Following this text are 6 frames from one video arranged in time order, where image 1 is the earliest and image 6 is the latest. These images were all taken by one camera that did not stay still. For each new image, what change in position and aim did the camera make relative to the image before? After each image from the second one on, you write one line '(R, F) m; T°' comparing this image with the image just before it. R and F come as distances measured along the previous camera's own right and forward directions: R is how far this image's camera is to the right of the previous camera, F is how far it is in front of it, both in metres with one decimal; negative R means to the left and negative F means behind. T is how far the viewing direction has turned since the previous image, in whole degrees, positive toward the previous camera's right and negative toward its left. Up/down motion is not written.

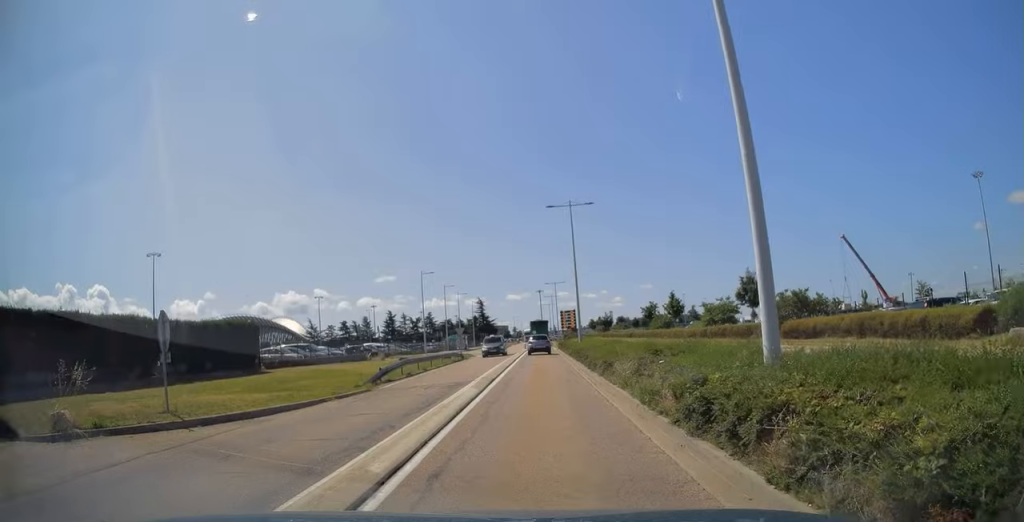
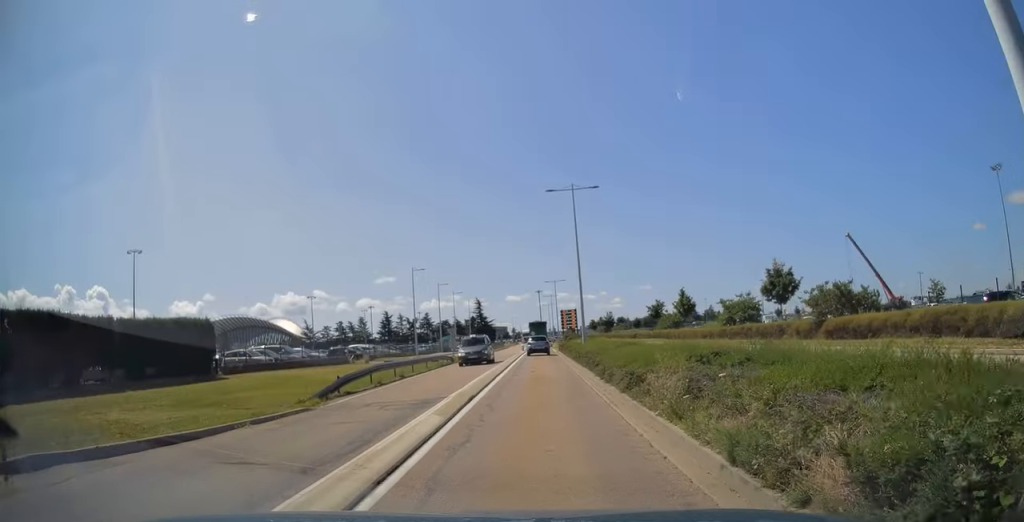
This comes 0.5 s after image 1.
(0.0, +5.0) m; 0°
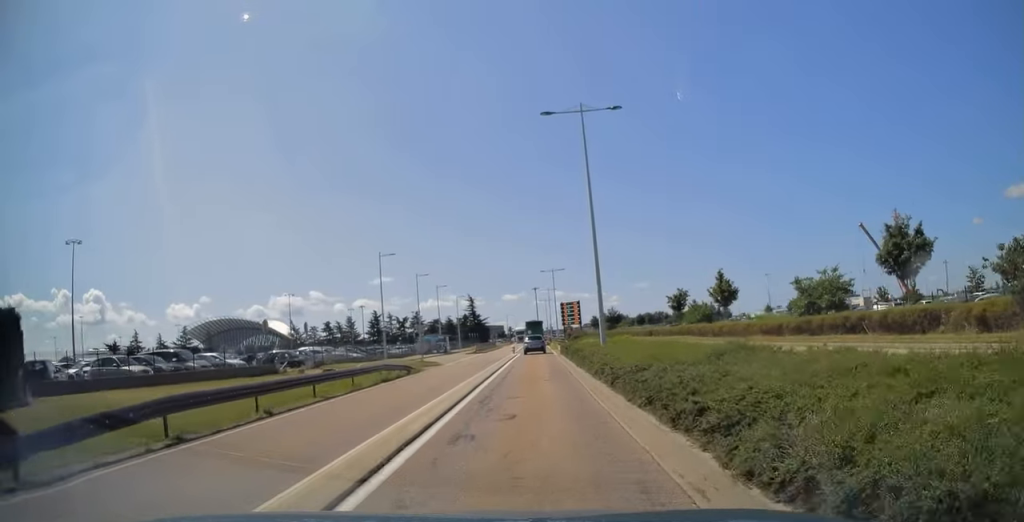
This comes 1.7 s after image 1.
(+0.1, +13.4) m; 0°
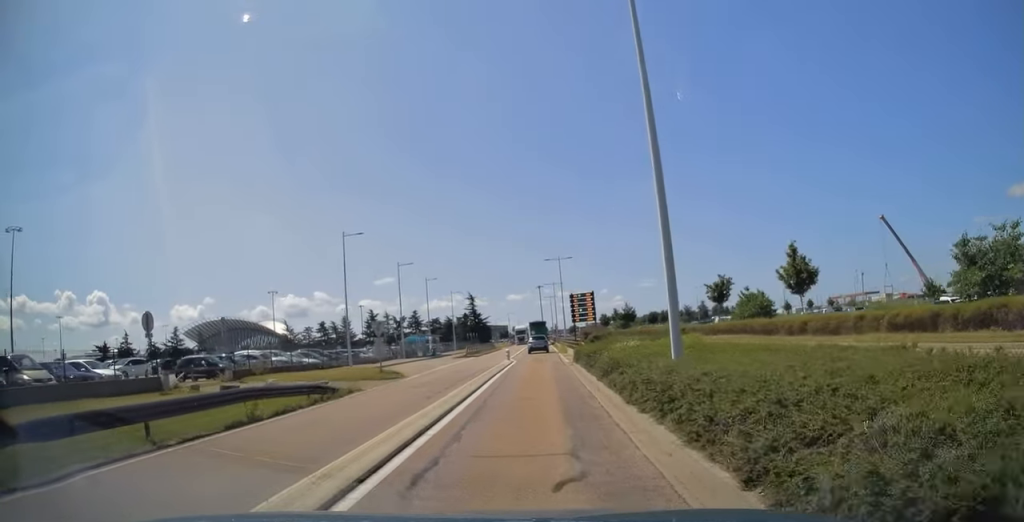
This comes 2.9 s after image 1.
(0.0, +12.6) m; 0°
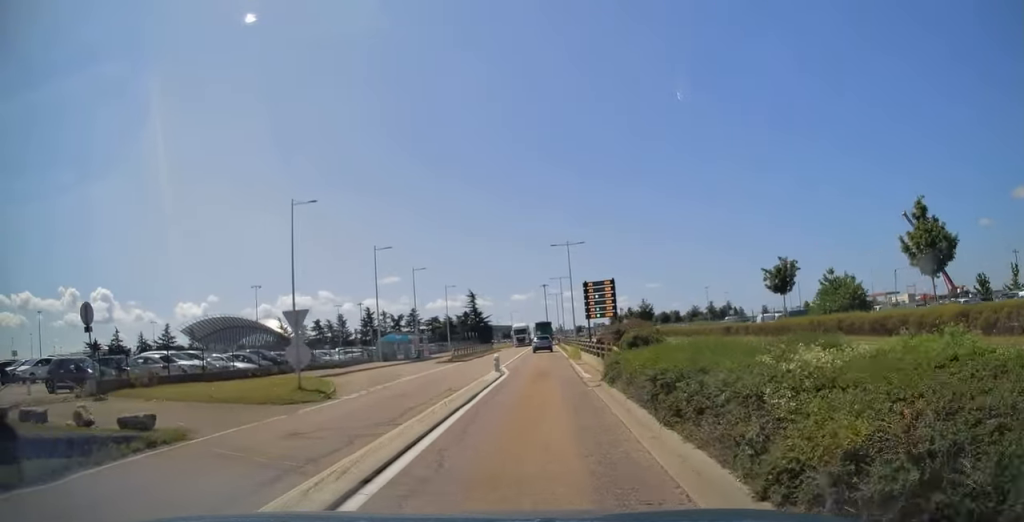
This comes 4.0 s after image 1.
(0.0, +11.5) m; -1°
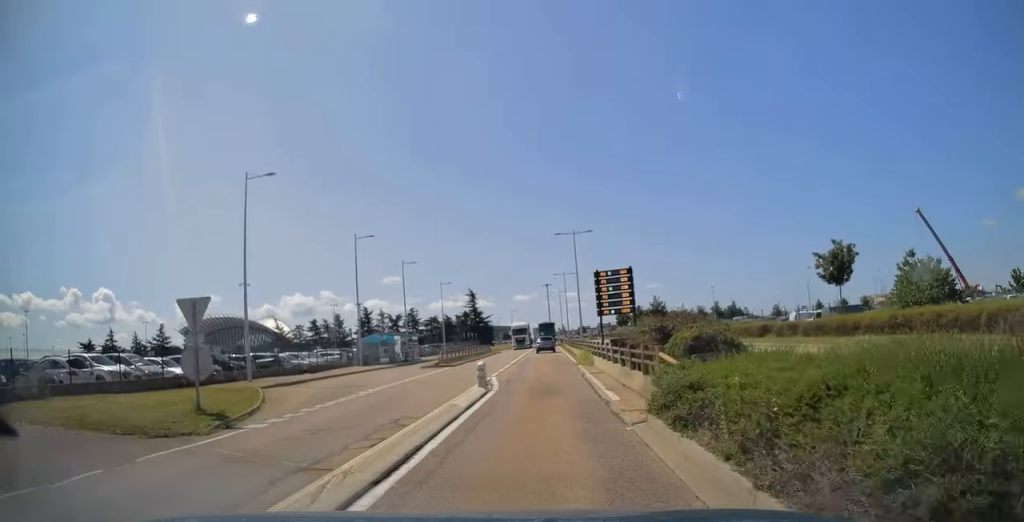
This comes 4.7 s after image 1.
(0.0, +6.7) m; 0°
